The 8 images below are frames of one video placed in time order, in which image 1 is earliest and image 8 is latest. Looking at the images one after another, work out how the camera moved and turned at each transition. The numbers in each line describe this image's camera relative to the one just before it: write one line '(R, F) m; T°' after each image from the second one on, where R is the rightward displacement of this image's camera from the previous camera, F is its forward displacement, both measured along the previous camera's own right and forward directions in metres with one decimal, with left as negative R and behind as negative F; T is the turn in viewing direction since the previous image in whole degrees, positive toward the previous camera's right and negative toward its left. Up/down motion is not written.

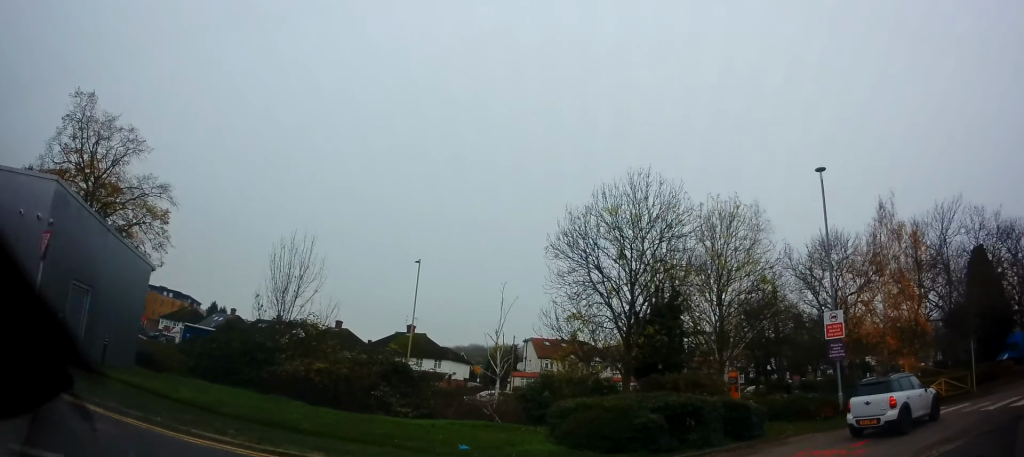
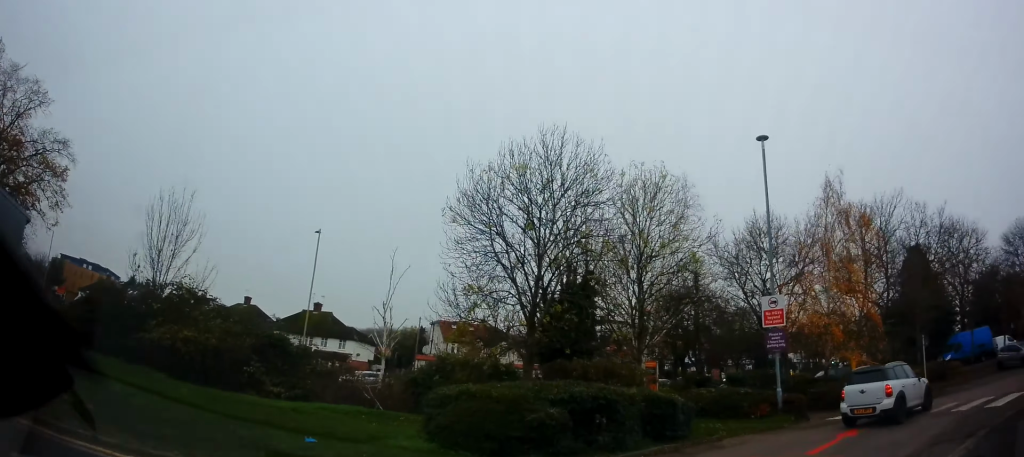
(-0.1, +3.0) m; +5°
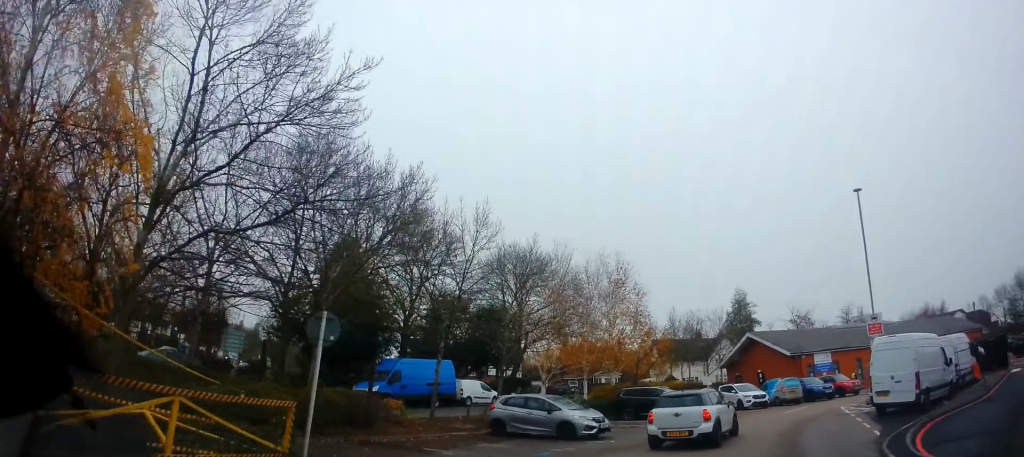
(+8.8, +15.9) m; +56°
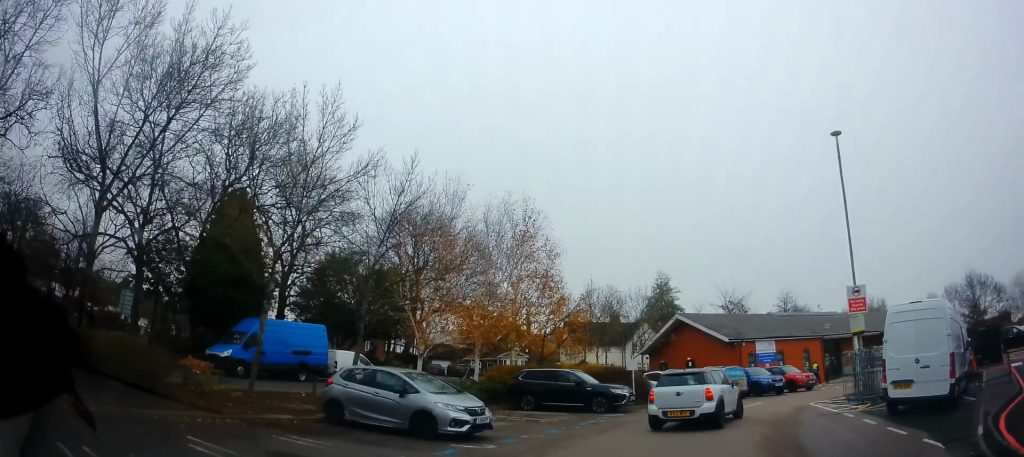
(+0.8, +6.2) m; +12°
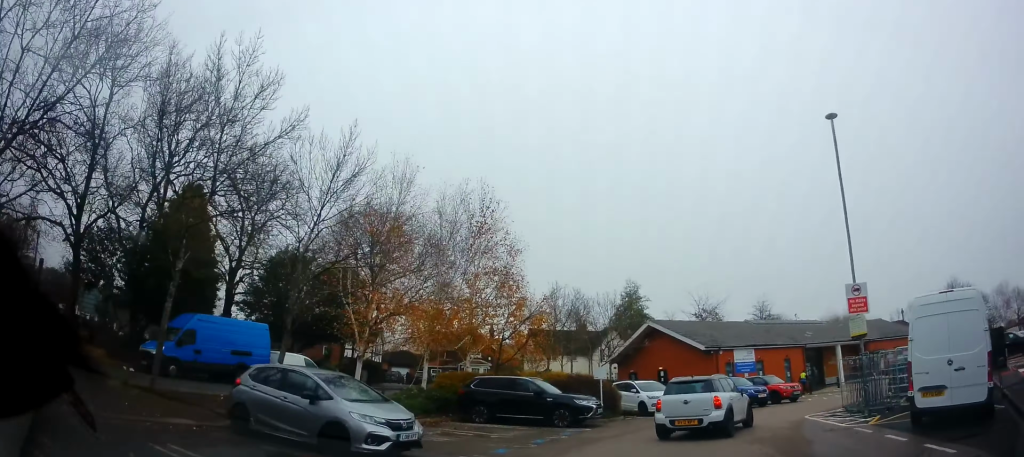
(+0.1, +2.5) m; +4°
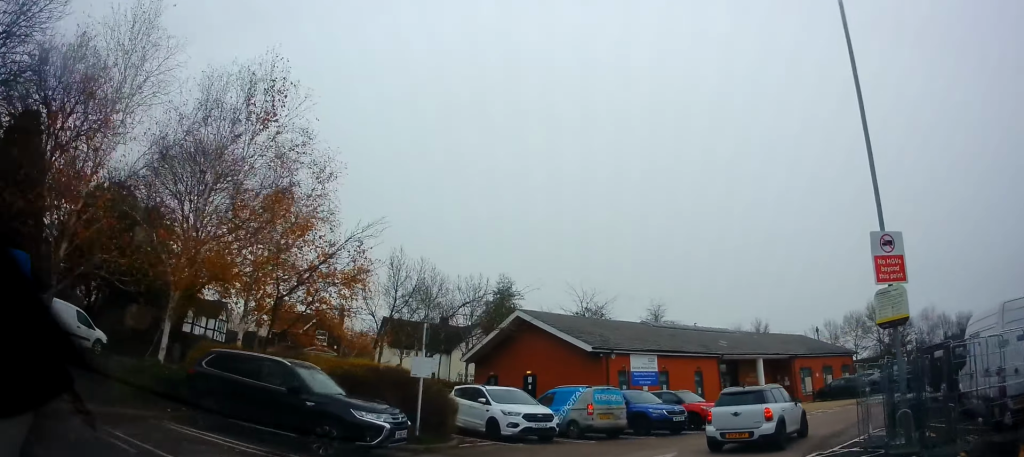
(+0.6, +8.3) m; +13°
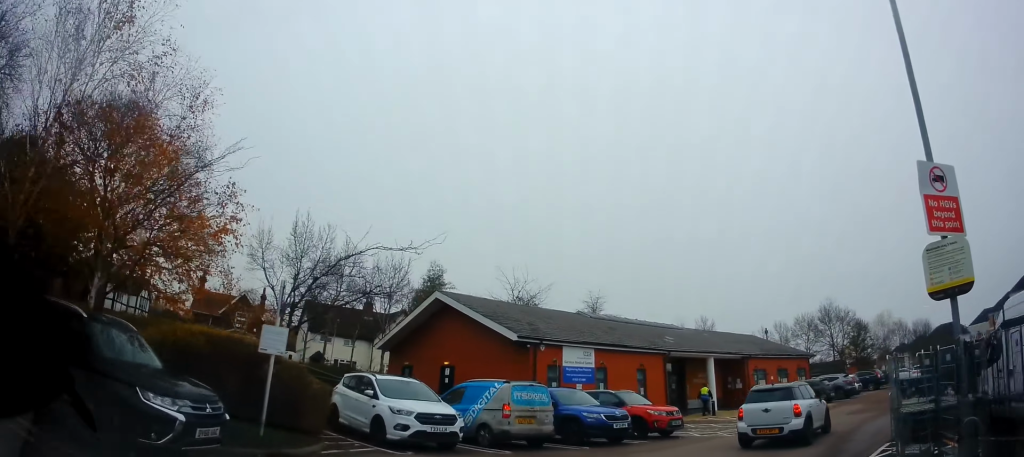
(+0.2, +3.8) m; +8°
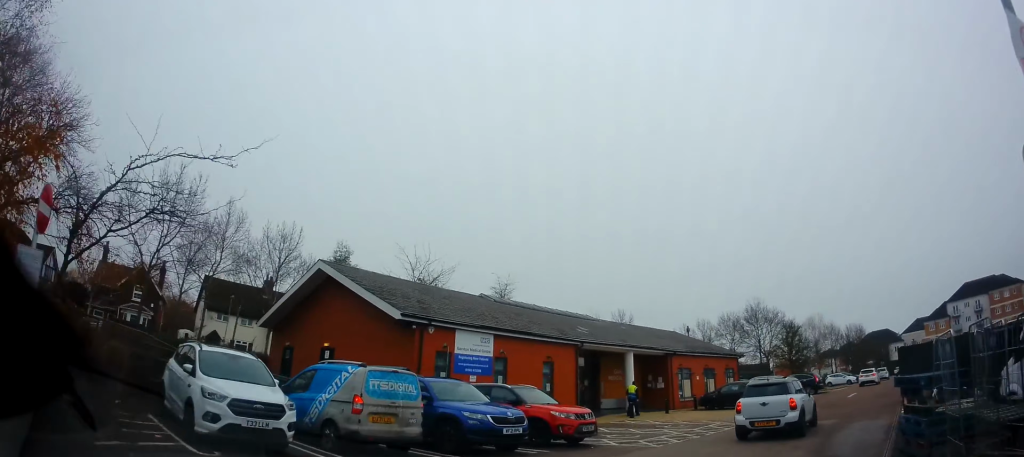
(+0.4, +3.6) m; +7°
